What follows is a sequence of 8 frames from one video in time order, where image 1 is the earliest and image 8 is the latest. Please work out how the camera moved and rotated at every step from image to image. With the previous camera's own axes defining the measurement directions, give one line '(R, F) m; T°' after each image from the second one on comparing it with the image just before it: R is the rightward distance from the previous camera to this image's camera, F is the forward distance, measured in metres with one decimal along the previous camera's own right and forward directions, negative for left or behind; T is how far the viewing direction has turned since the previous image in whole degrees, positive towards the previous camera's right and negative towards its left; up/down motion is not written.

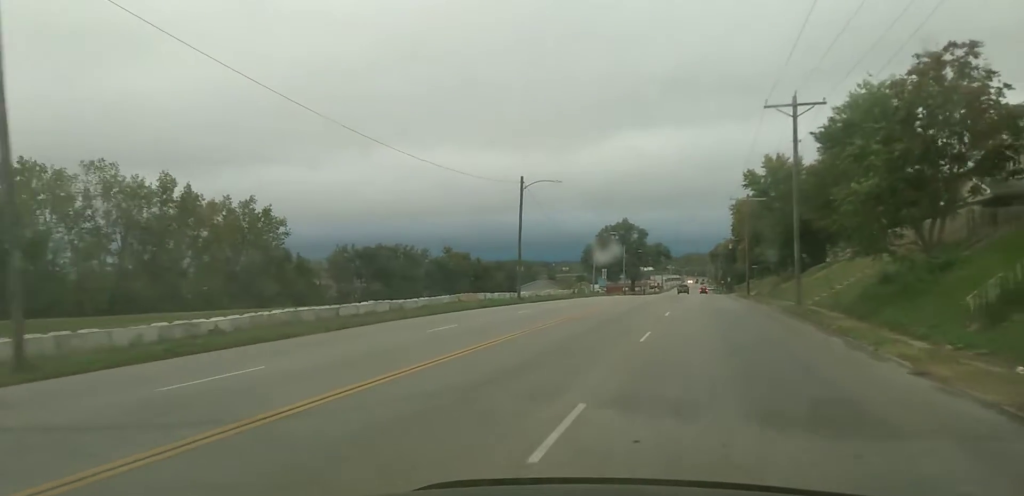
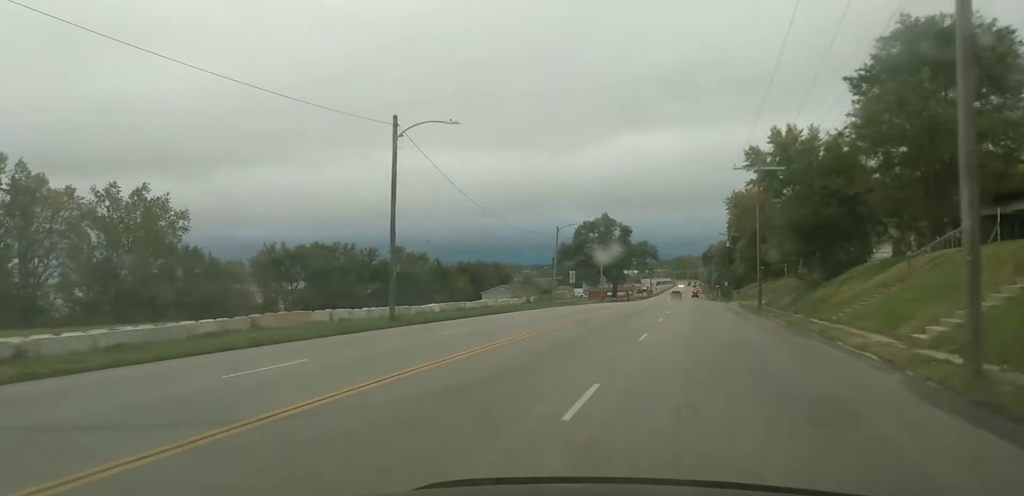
(-0.2, +22.4) m; +1°
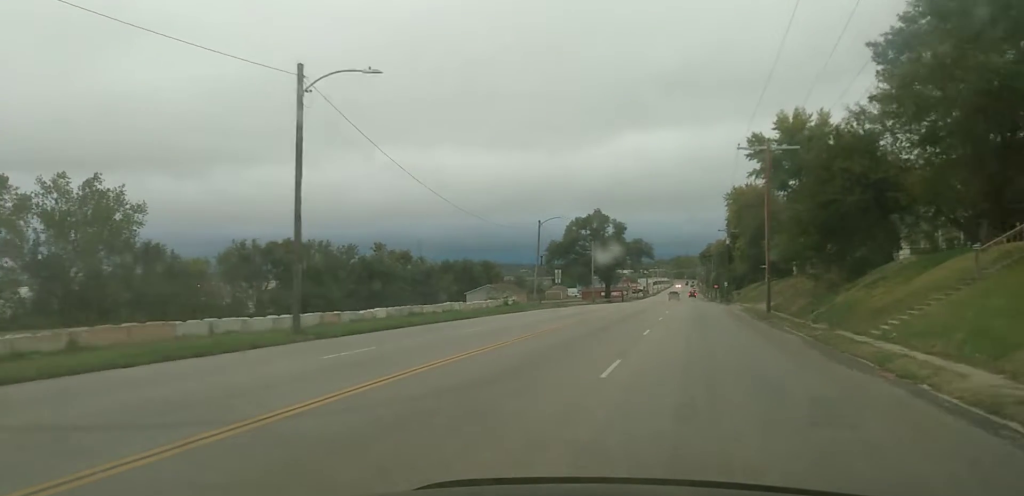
(0.0, +8.1) m; +1°
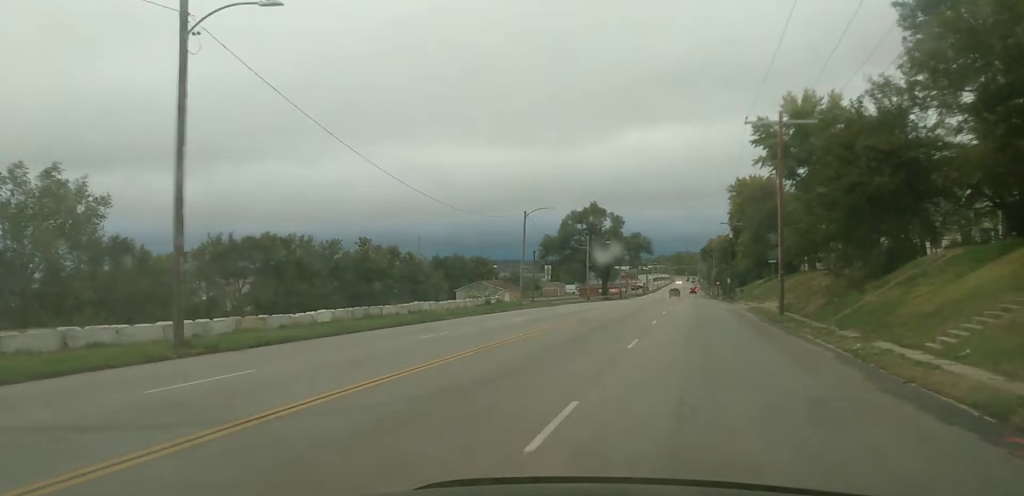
(+0.1, +7.1) m; 0°
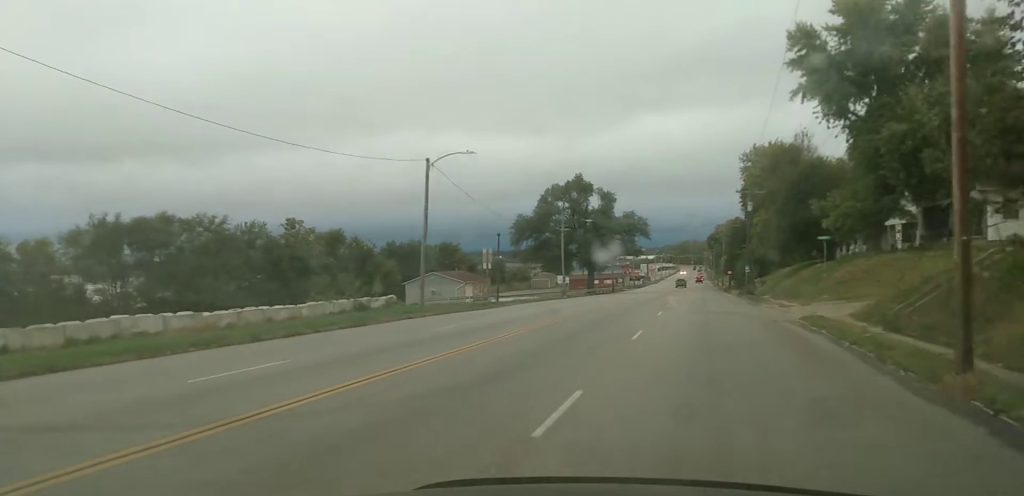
(0.0, +22.9) m; 0°
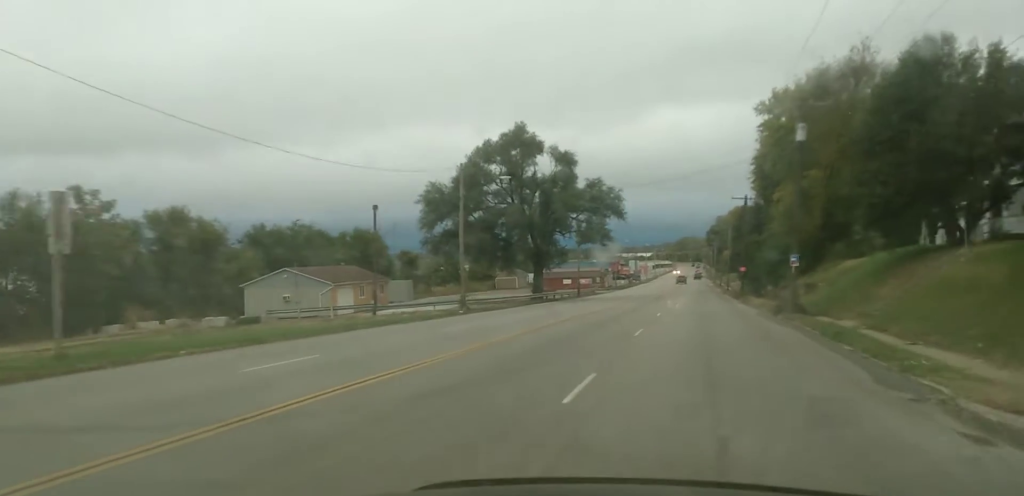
(-0.2, +35.2) m; 0°
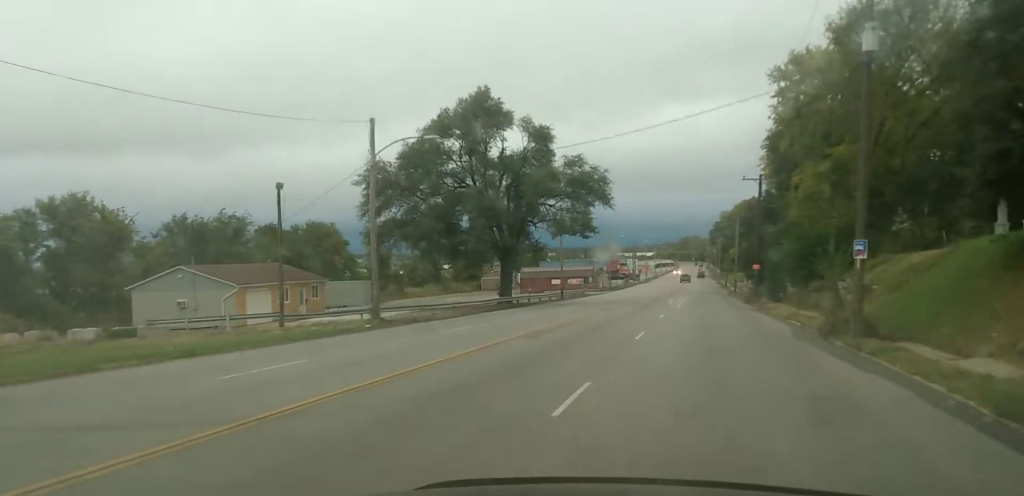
(+0.2, +12.6) m; -1°
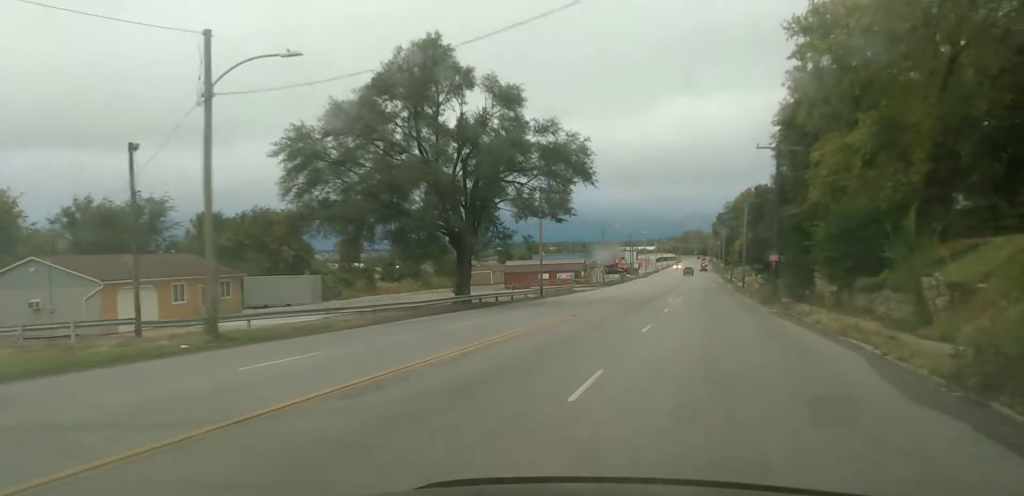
(-0.4, +11.9) m; -1°
